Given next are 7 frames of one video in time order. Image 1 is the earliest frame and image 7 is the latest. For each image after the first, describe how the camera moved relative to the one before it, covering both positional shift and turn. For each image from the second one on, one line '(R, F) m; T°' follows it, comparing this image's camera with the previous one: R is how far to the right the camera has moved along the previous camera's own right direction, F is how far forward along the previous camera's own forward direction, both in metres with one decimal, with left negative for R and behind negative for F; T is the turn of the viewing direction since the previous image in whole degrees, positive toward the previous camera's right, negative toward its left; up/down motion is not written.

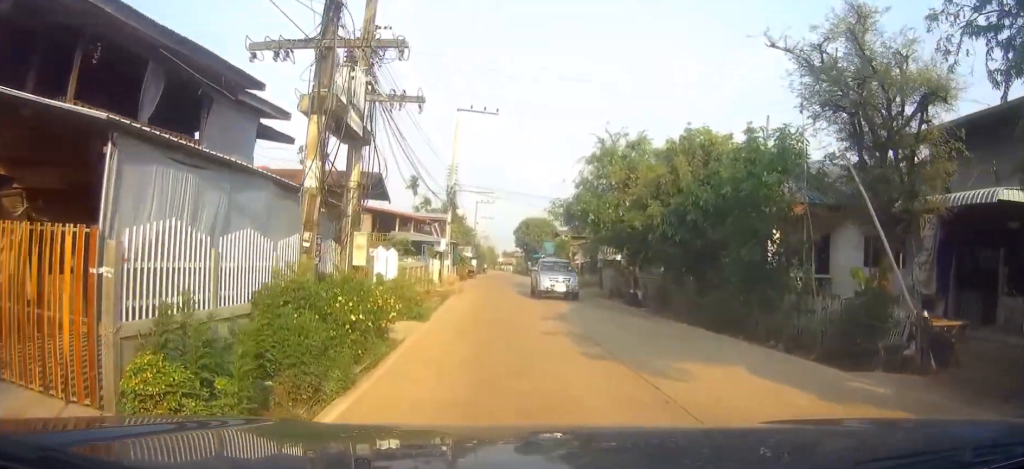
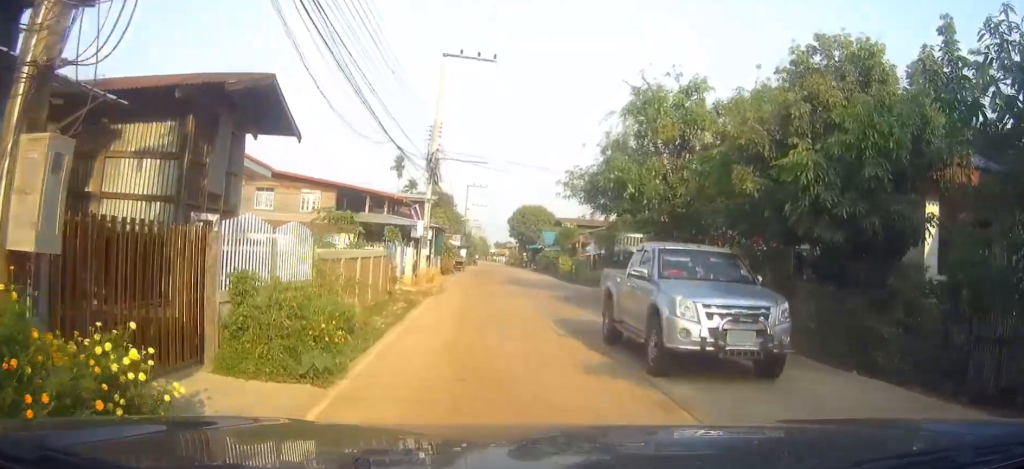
(+0.1, +9.4) m; +1°
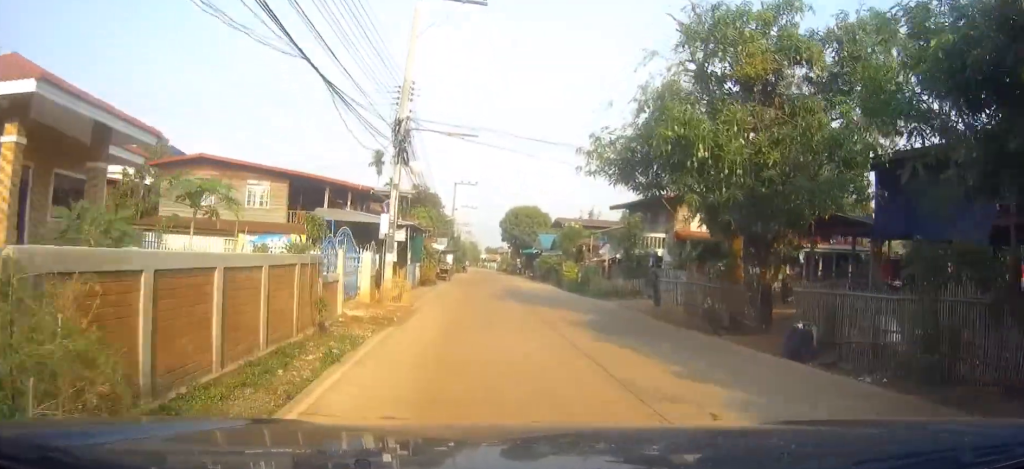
(+0.1, +8.1) m; +1°
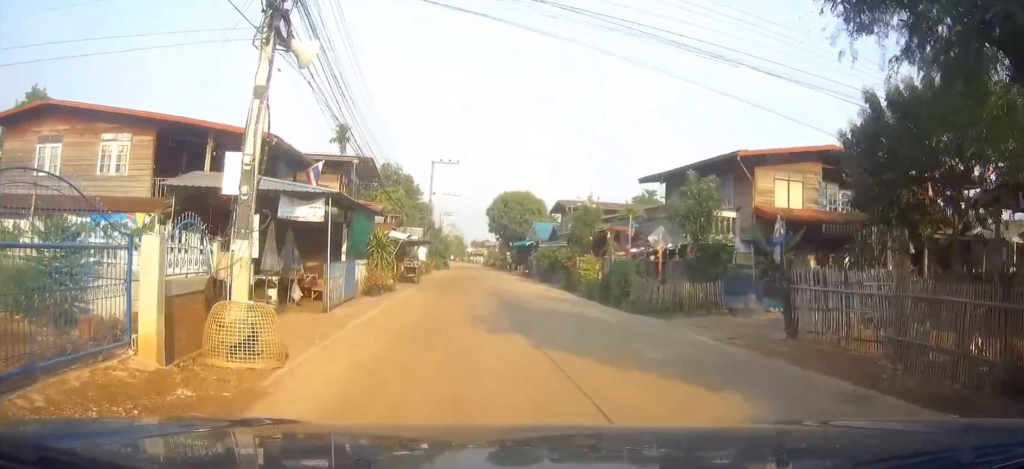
(+0.1, +12.9) m; +1°
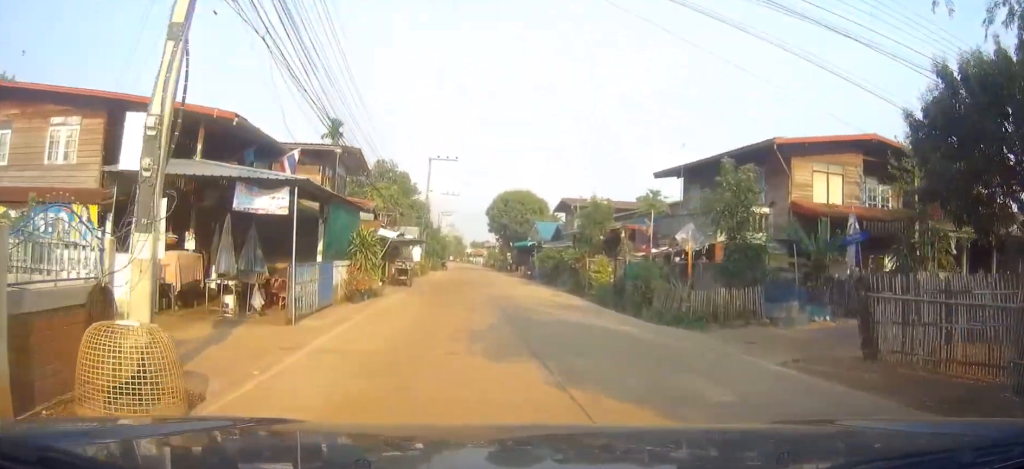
(0.0, +3.2) m; 0°
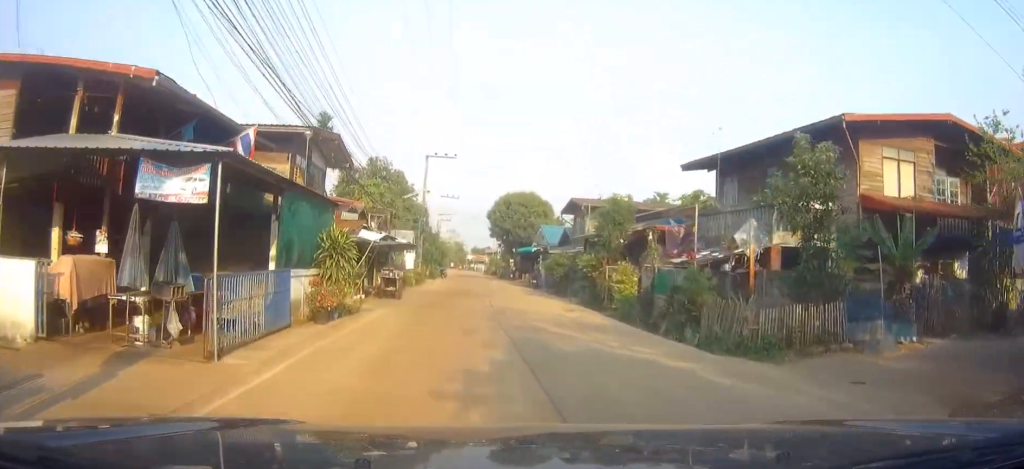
(0.0, +4.4) m; 0°
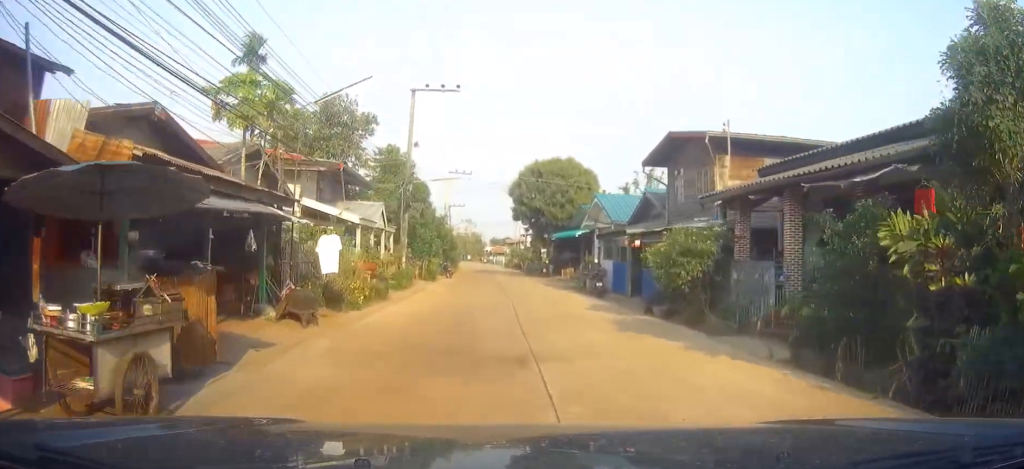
(-0.2, +22.1) m; -2°
